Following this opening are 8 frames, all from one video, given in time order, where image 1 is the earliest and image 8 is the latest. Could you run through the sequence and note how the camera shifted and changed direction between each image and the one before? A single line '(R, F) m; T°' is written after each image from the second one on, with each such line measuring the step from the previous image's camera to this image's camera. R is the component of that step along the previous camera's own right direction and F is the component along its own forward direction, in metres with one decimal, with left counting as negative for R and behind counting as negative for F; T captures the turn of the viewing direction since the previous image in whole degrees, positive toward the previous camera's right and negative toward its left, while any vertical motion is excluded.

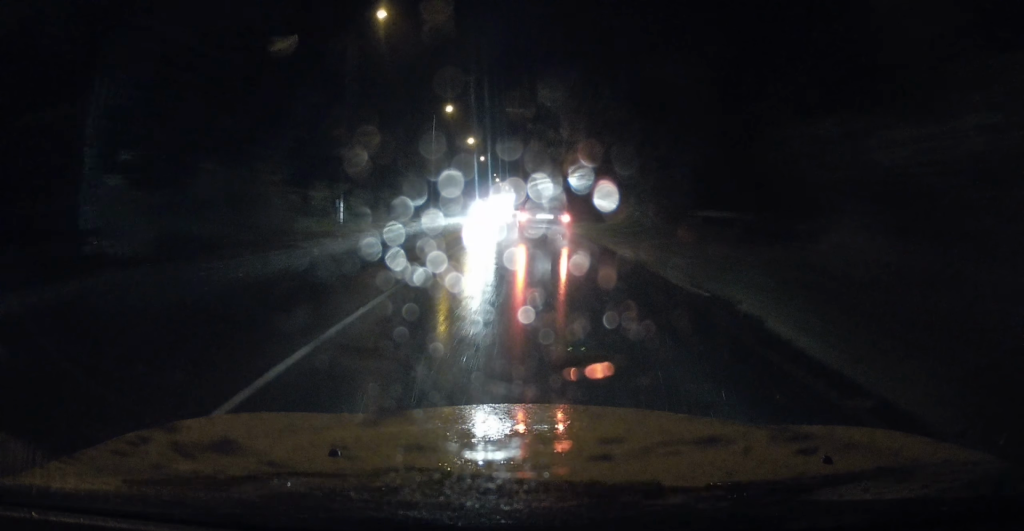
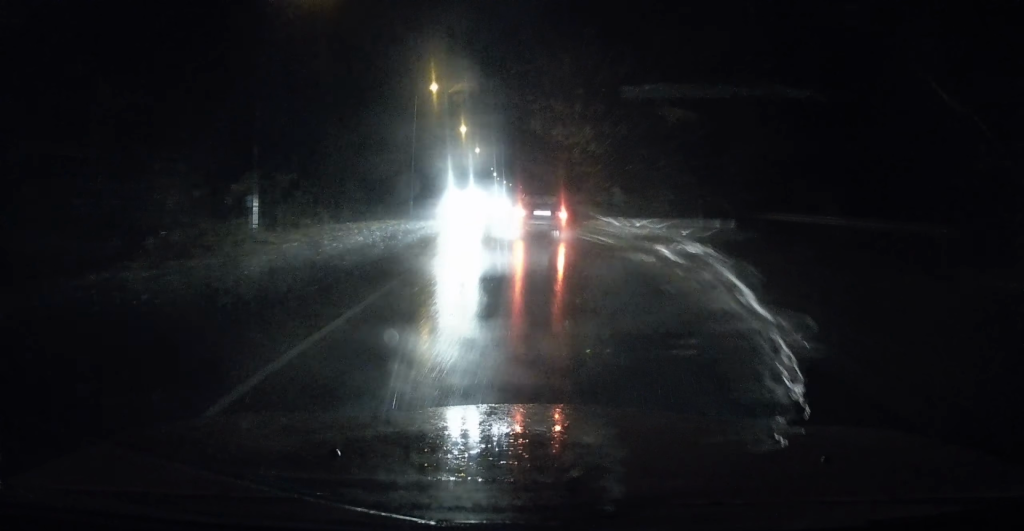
(0.0, +8.1) m; 0°
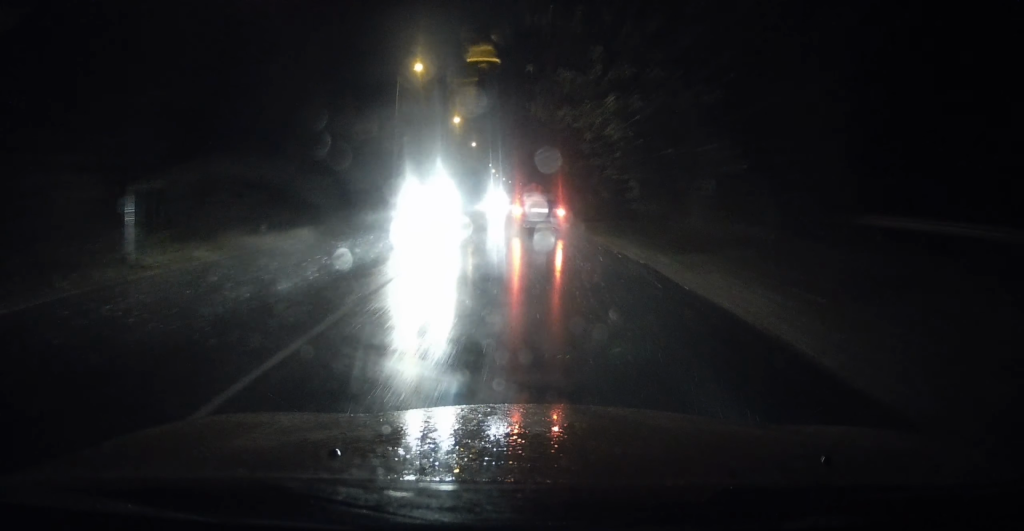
(-0.1, +5.9) m; 0°
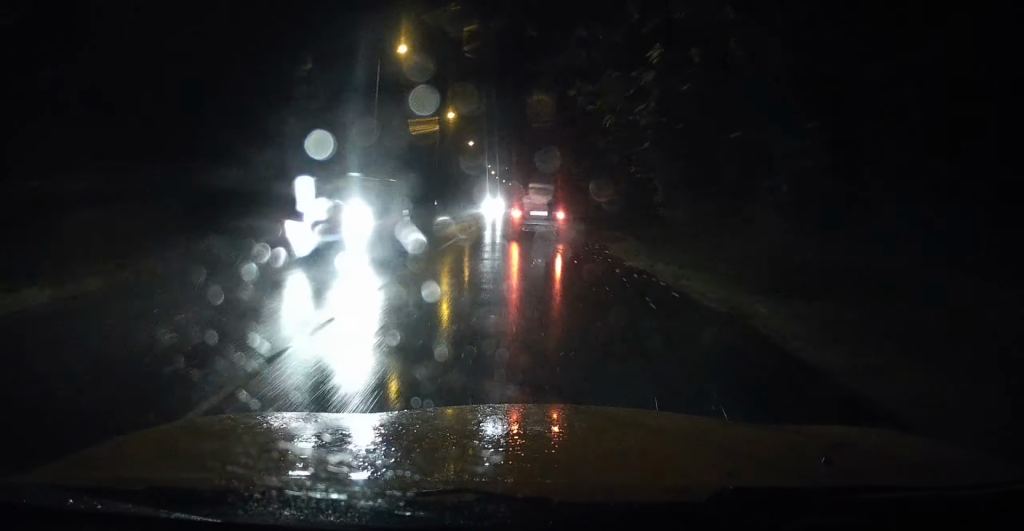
(+0.1, +5.1) m; 0°
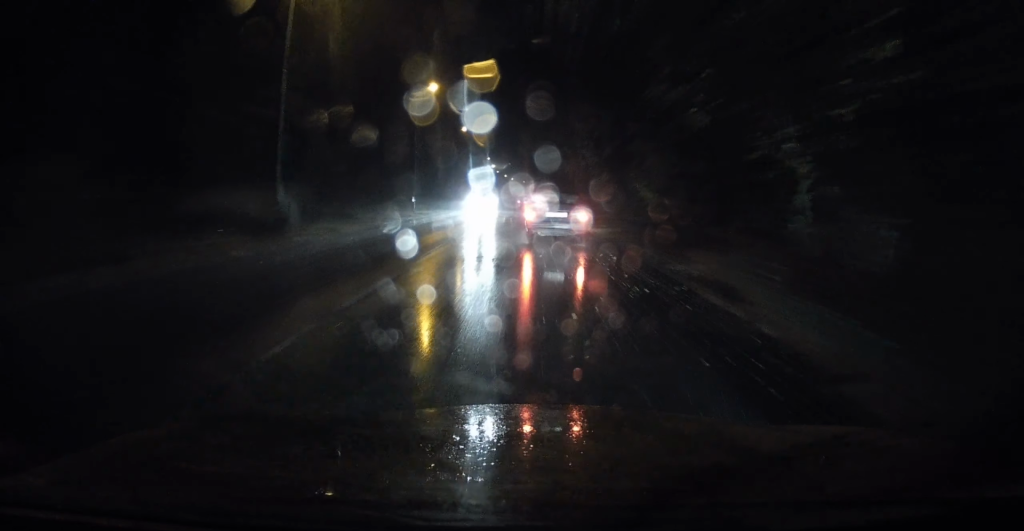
(-0.1, +12.3) m; -1°
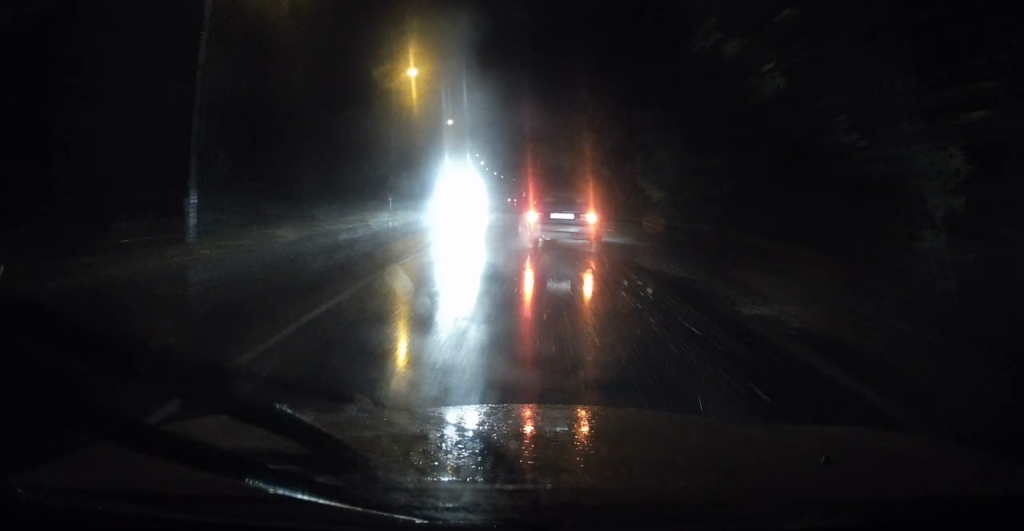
(-0.1, +4.6) m; -1°
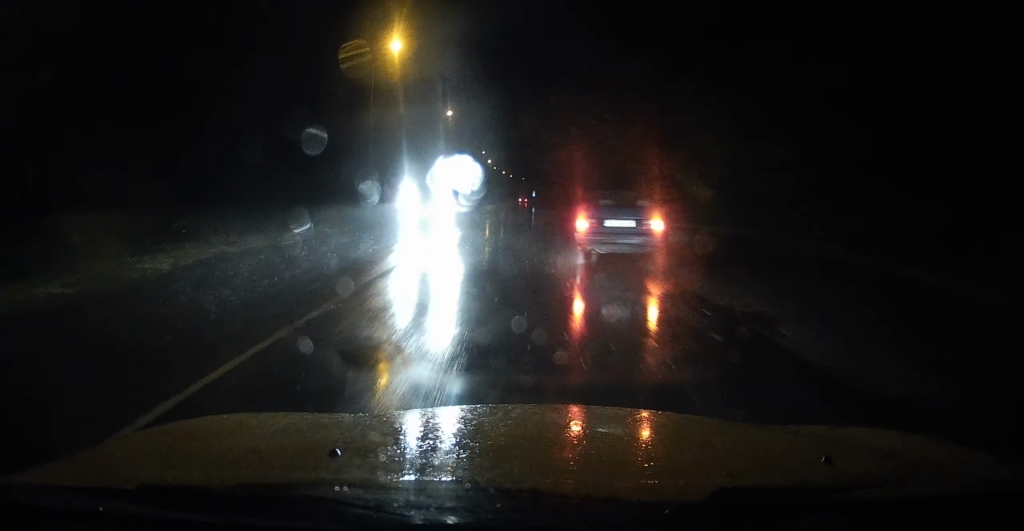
(0.0, +7.1) m; 0°
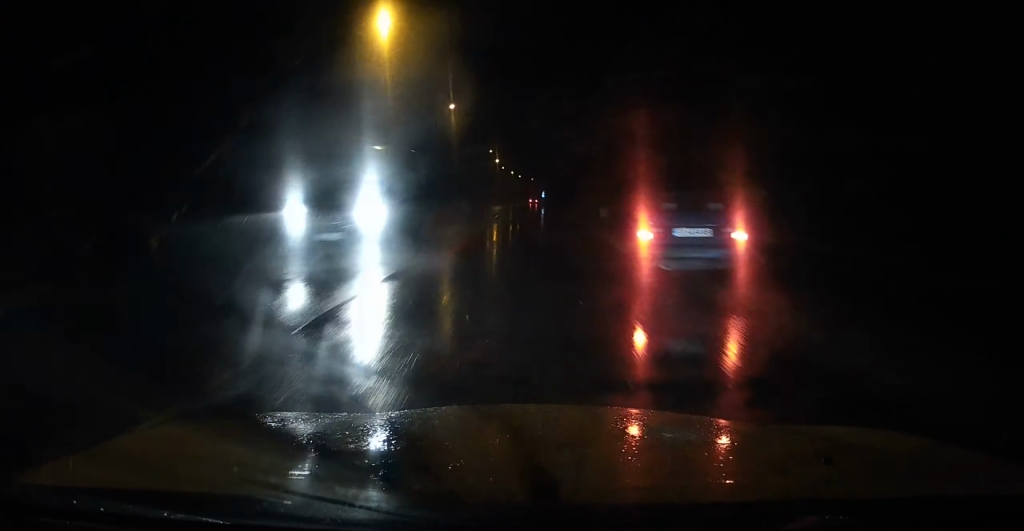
(0.0, +4.8) m; 0°
